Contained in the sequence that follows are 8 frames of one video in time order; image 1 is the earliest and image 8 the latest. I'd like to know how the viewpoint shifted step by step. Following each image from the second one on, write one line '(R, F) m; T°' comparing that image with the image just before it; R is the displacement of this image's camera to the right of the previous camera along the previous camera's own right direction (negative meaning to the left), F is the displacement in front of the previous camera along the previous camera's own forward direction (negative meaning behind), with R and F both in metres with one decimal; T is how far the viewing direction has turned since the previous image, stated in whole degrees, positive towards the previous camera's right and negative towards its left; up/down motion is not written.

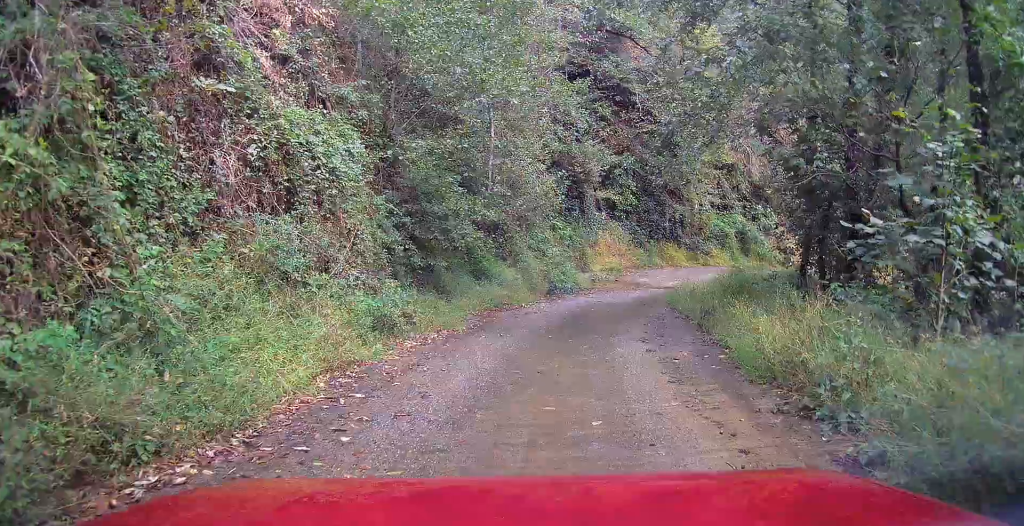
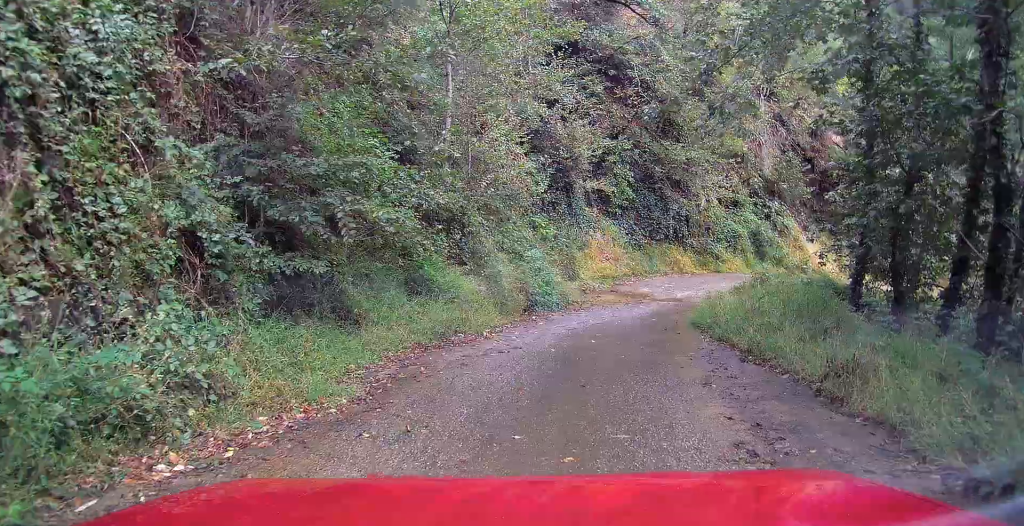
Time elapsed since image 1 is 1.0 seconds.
(+0.2, +5.9) m; +8°
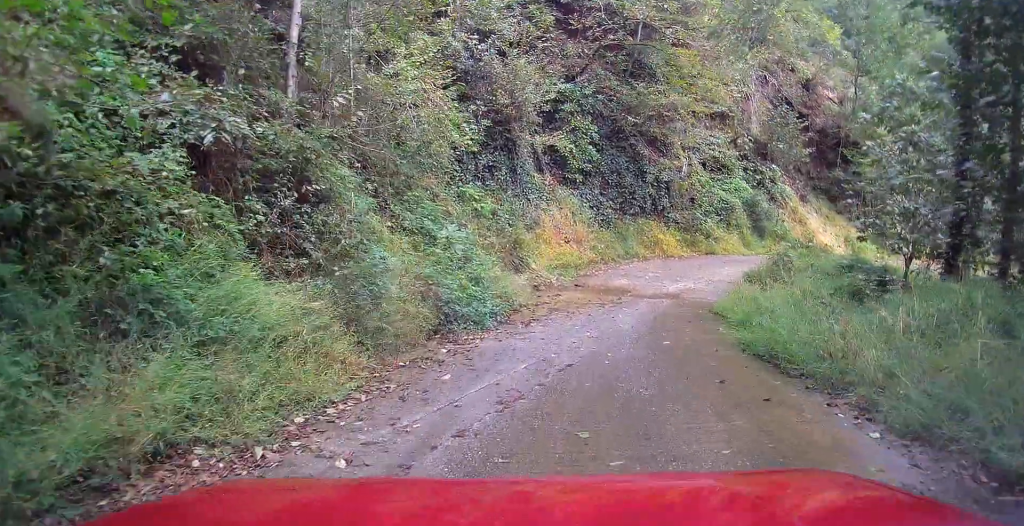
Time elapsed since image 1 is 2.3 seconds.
(+1.0, +7.3) m; +12°
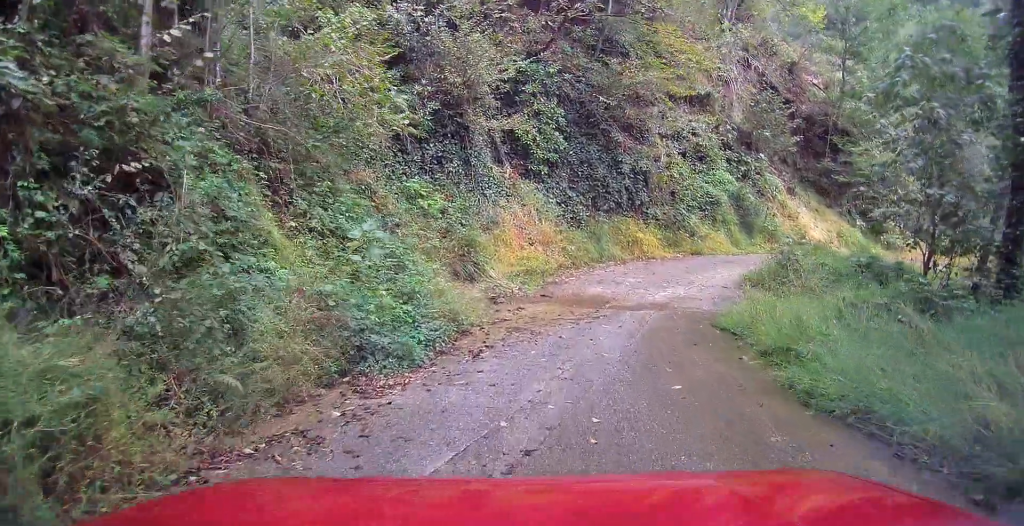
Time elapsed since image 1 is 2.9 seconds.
(+0.1, +3.1) m; +1°
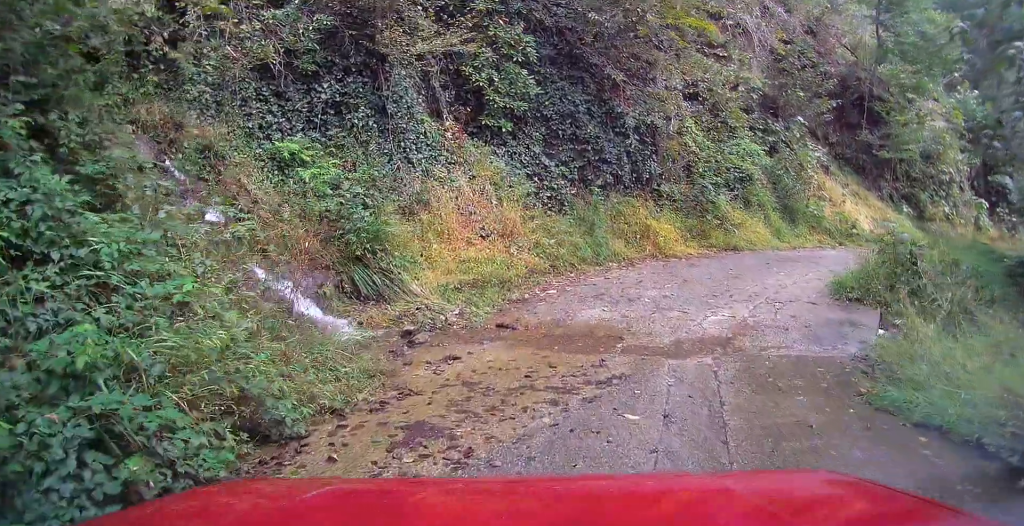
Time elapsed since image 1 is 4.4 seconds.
(-0.1, +7.3) m; +2°
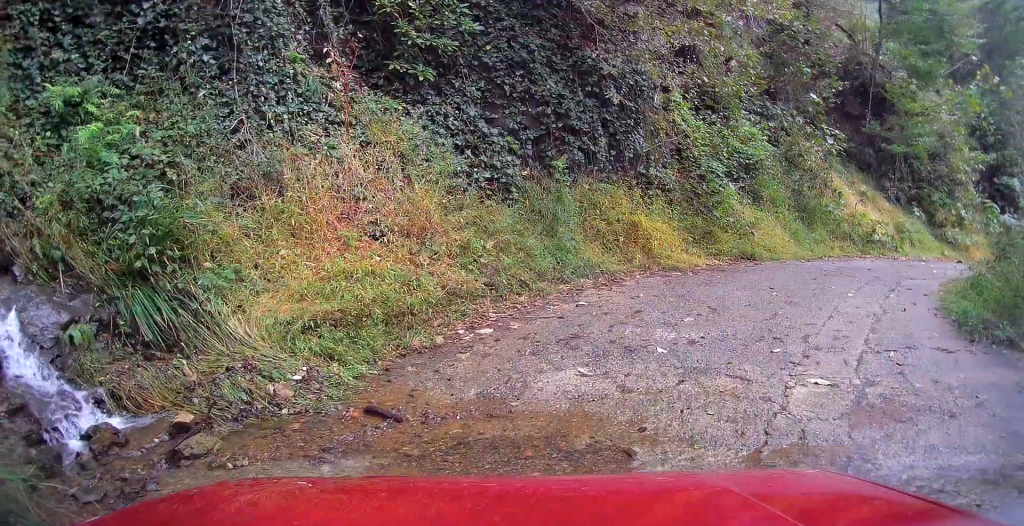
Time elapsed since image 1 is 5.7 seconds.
(+0.4, +5.0) m; +4°
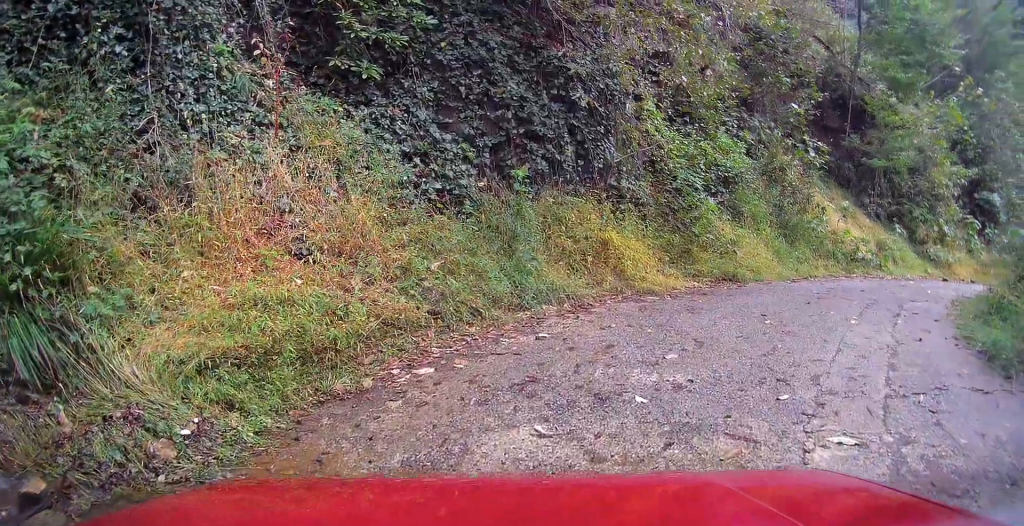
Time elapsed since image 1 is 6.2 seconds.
(-0.1, +1.4) m; +1°
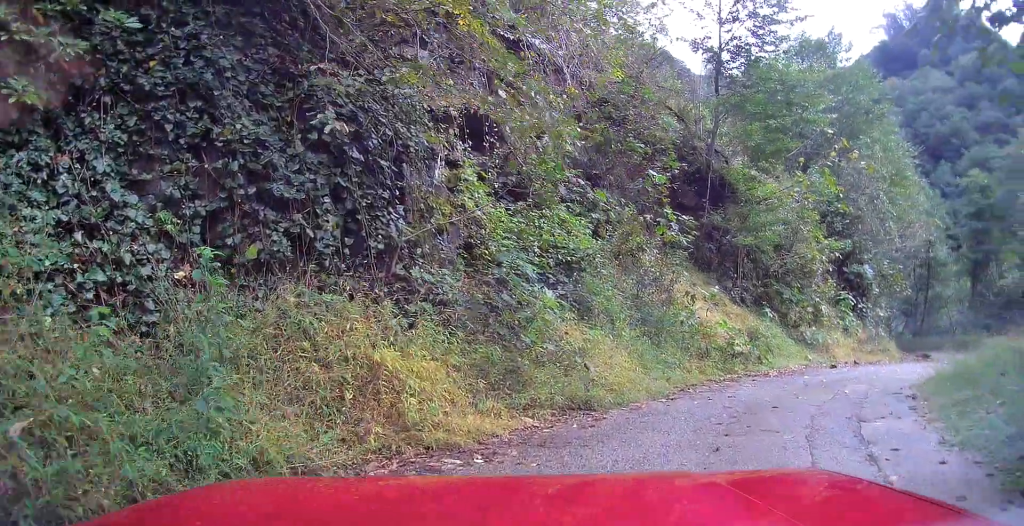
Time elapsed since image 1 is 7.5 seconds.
(+0.3, +3.9) m; +12°
